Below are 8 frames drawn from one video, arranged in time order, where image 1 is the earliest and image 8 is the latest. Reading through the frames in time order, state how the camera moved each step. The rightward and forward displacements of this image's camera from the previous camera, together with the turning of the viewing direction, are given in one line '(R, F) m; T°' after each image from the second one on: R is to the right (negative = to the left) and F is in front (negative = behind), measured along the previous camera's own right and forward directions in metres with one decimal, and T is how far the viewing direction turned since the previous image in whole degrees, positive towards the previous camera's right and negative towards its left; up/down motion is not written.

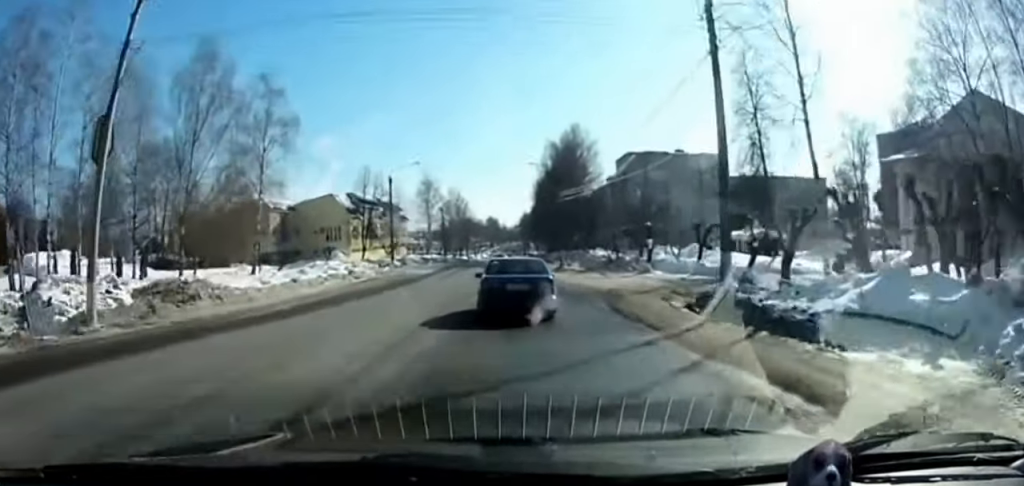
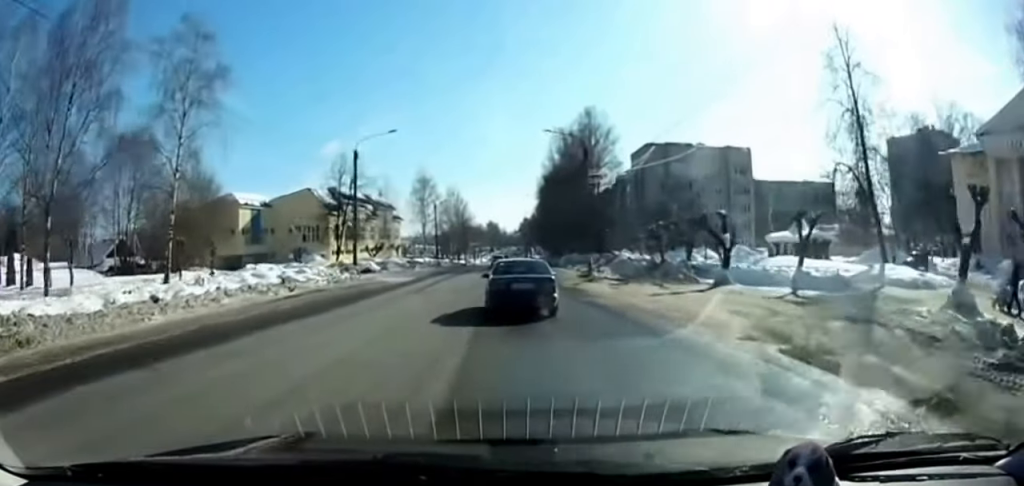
(+0.1, +14.8) m; +1°
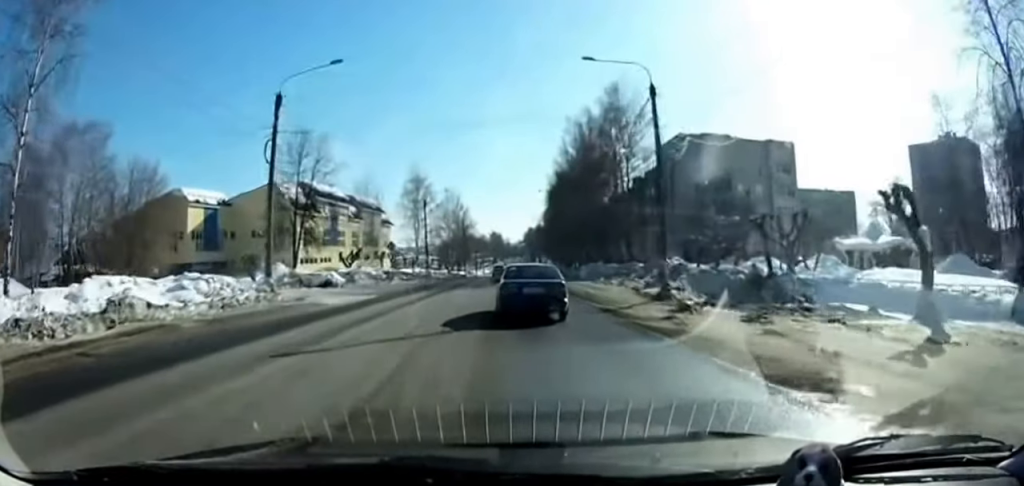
(0.0, +15.0) m; +1°
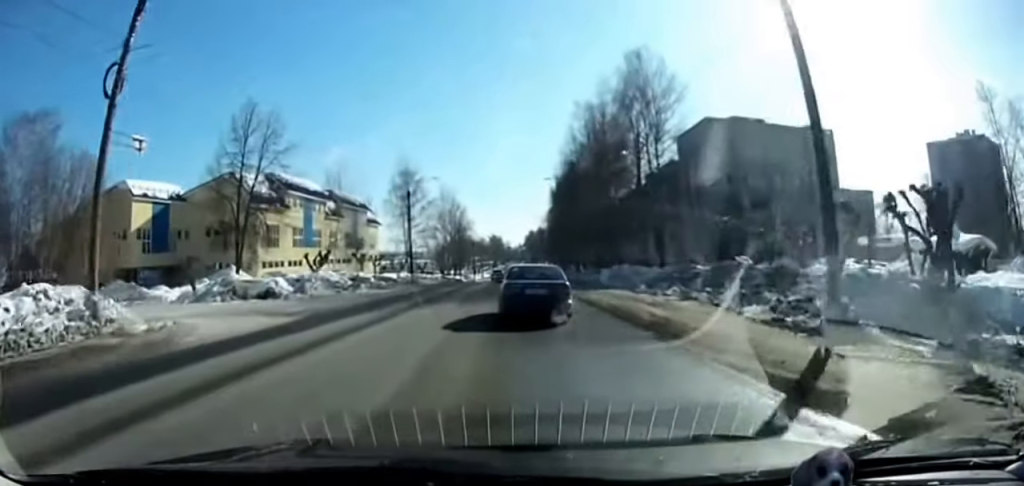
(+0.1, +9.9) m; 0°
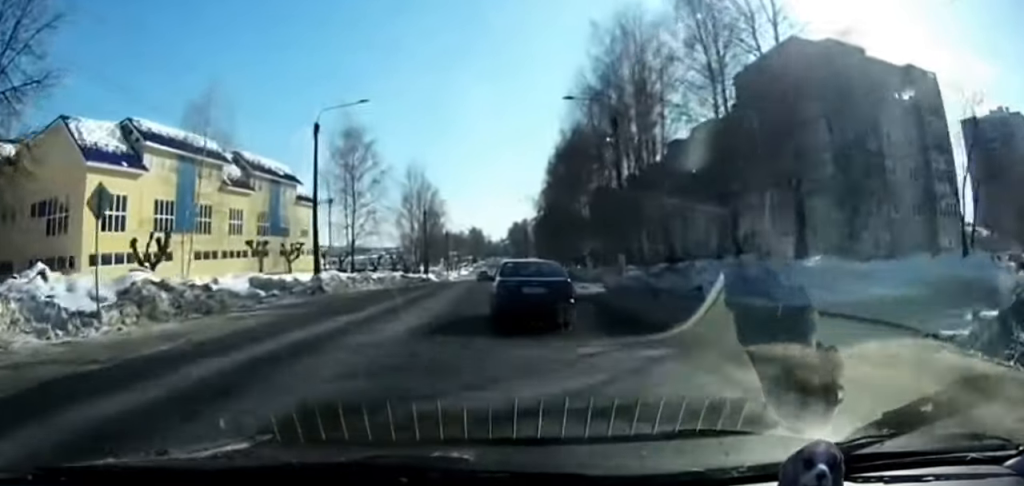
(+0.1, +23.4) m; 0°
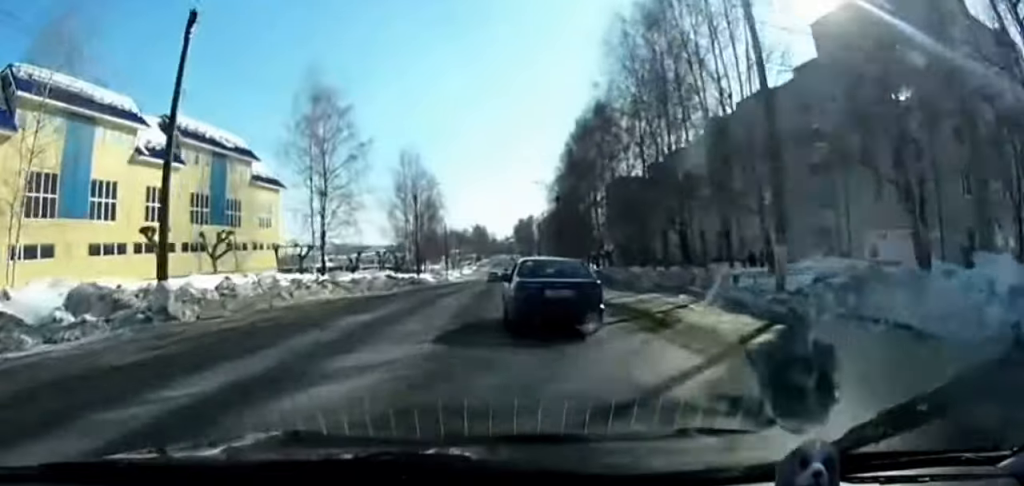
(0.0, +15.1) m; 0°
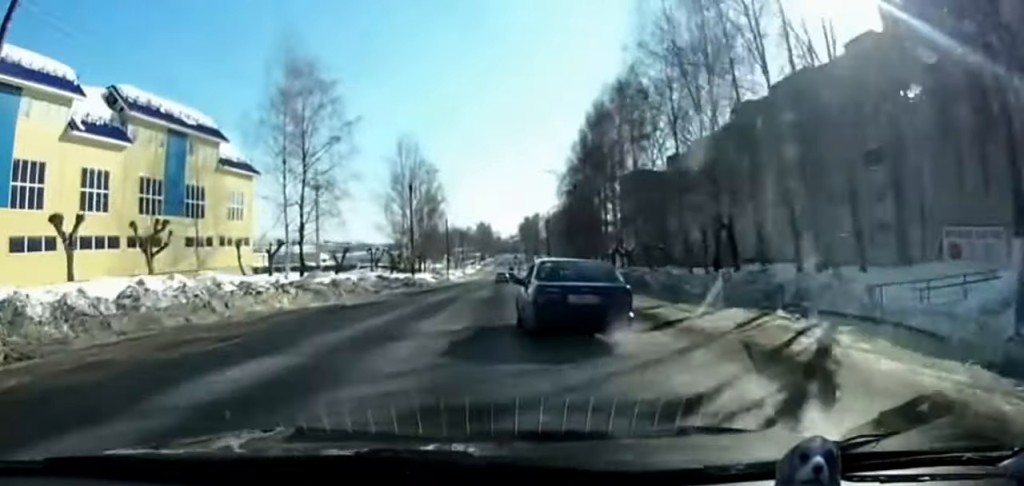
(0.0, +7.5) m; 0°
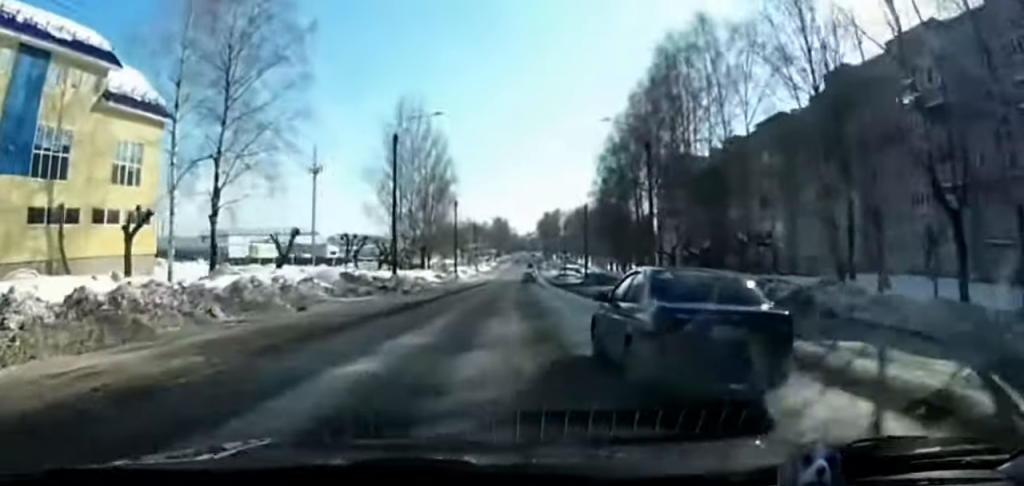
(-0.2, +17.8) m; -1°
